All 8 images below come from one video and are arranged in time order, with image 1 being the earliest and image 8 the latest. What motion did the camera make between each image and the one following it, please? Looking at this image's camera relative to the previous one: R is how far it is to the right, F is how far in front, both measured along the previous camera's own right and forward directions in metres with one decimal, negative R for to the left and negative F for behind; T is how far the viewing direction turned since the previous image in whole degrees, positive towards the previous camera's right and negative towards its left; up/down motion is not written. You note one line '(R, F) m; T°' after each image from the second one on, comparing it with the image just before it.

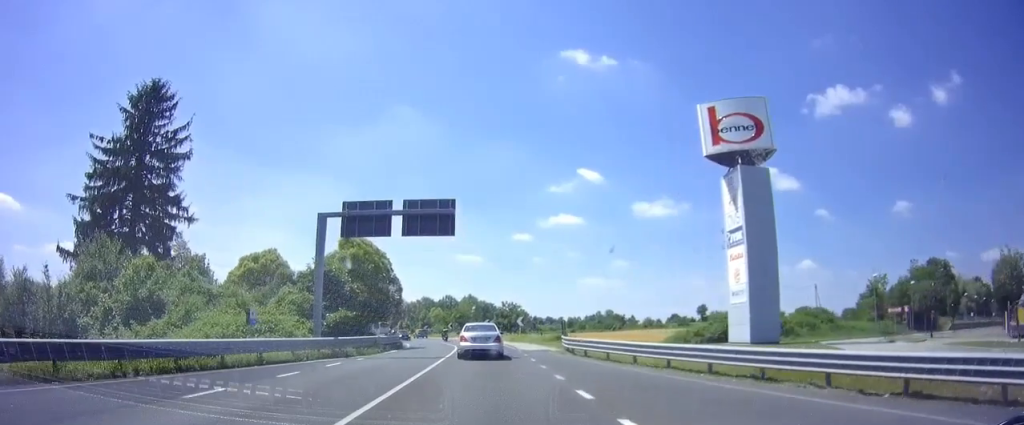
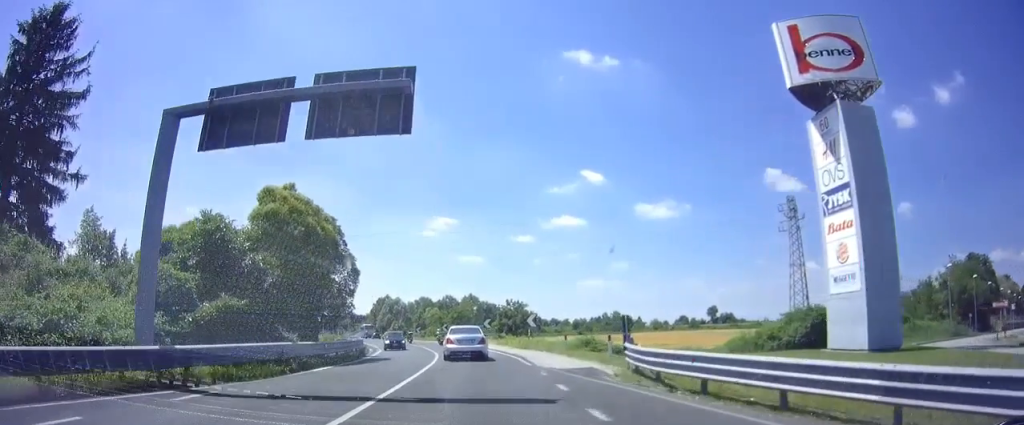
(-0.3, +13.2) m; -2°
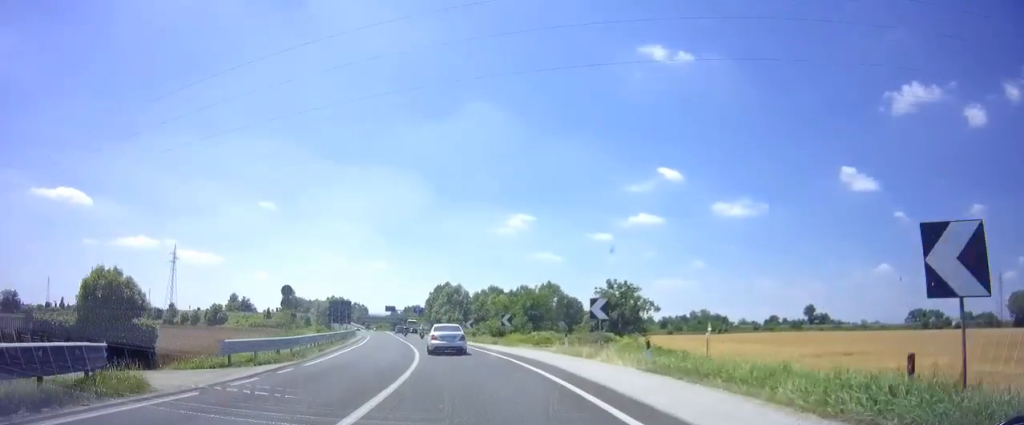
(-1.9, +32.8) m; -9°
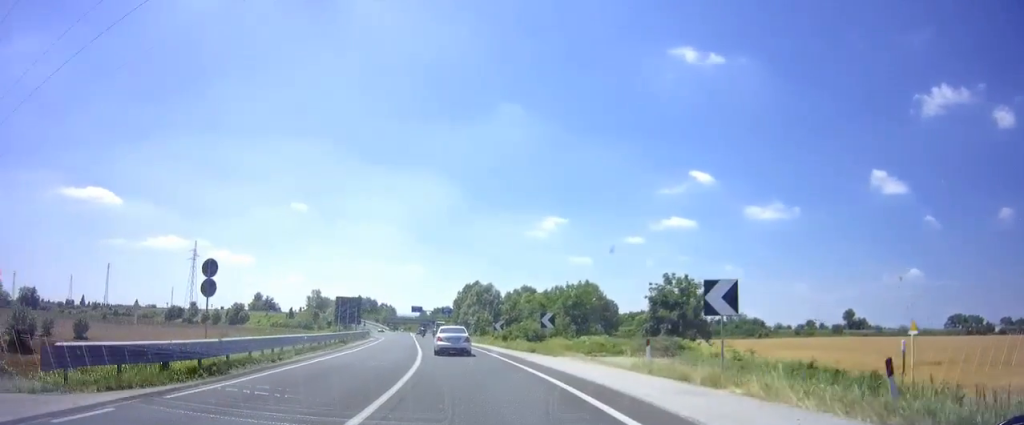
(-0.4, +9.7) m; -3°
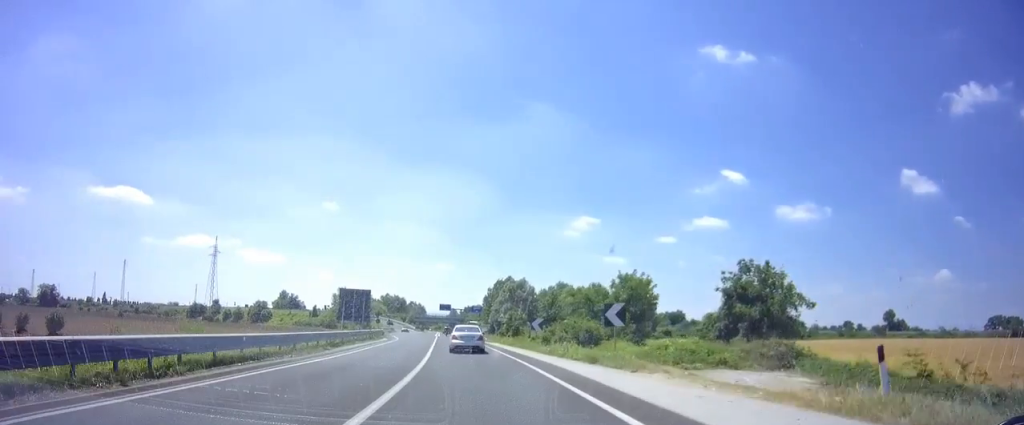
(-0.3, +9.9) m; -3°
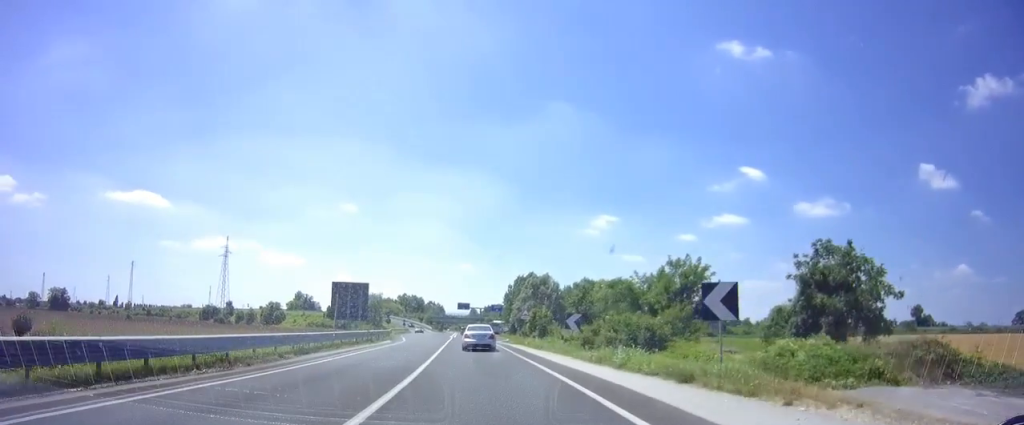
(-0.2, +8.6) m; -1°
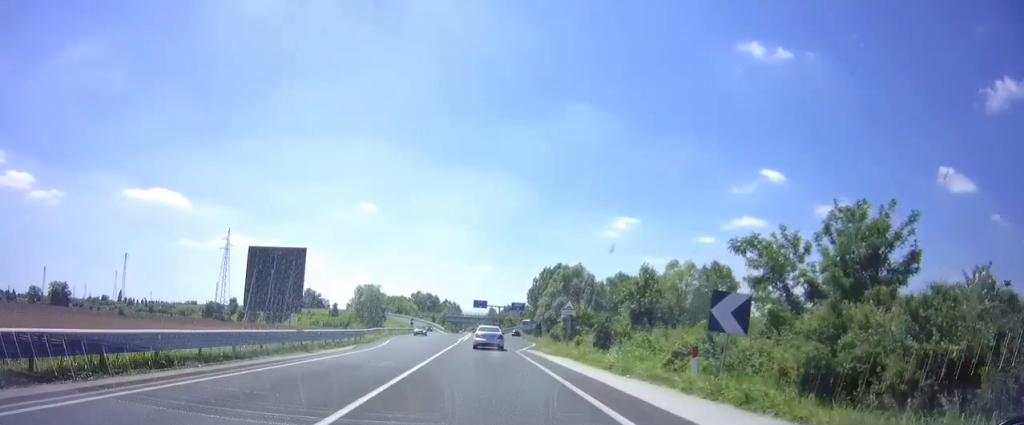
(-0.1, +17.4) m; -2°
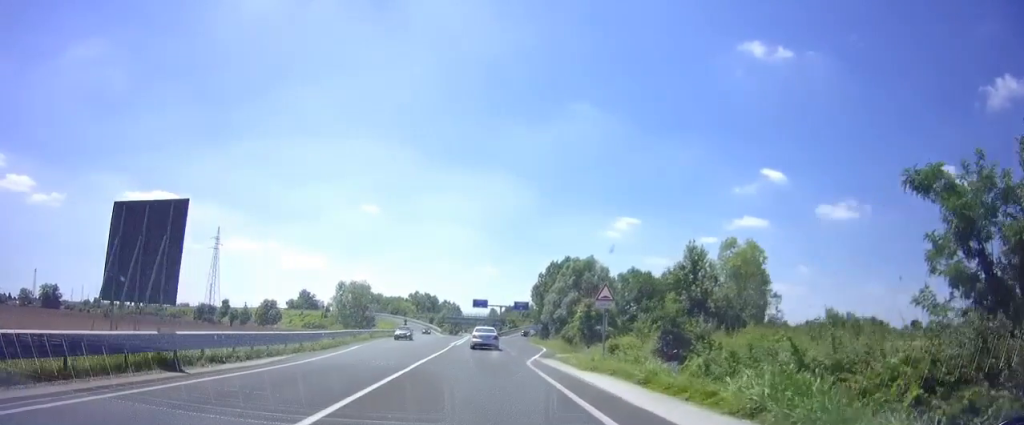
(-0.1, +10.0) m; 0°
